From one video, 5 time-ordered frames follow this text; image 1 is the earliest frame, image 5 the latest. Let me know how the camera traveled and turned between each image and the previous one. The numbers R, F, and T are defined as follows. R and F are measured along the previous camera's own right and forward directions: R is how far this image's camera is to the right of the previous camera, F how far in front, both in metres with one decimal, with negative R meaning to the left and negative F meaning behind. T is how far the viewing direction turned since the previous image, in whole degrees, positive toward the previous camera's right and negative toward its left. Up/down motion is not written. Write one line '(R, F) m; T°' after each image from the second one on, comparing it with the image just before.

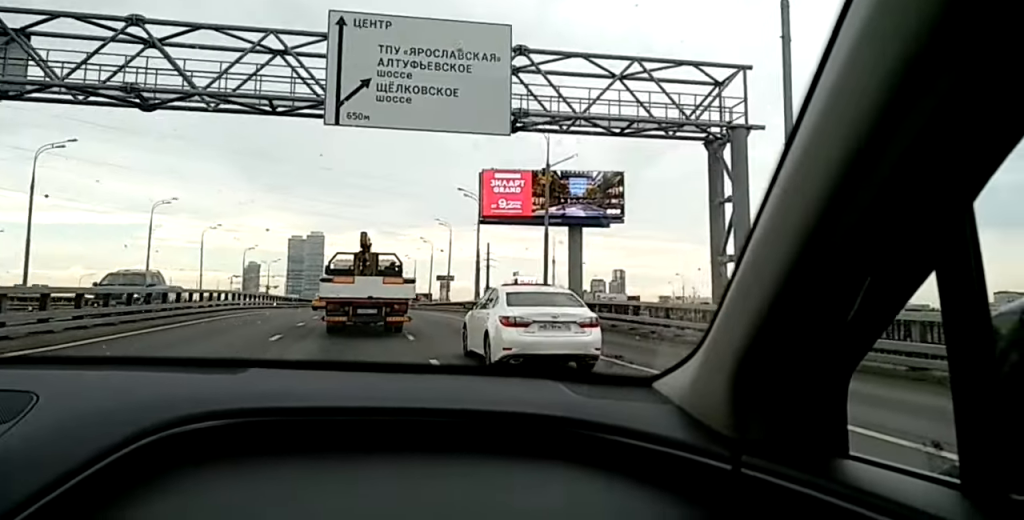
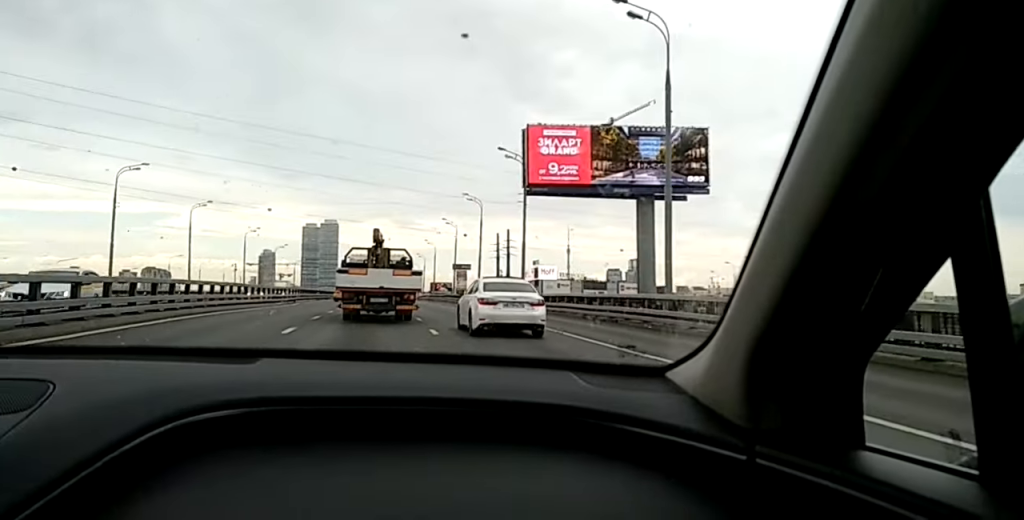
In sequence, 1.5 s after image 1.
(-0.3, +17.4) m; -2°
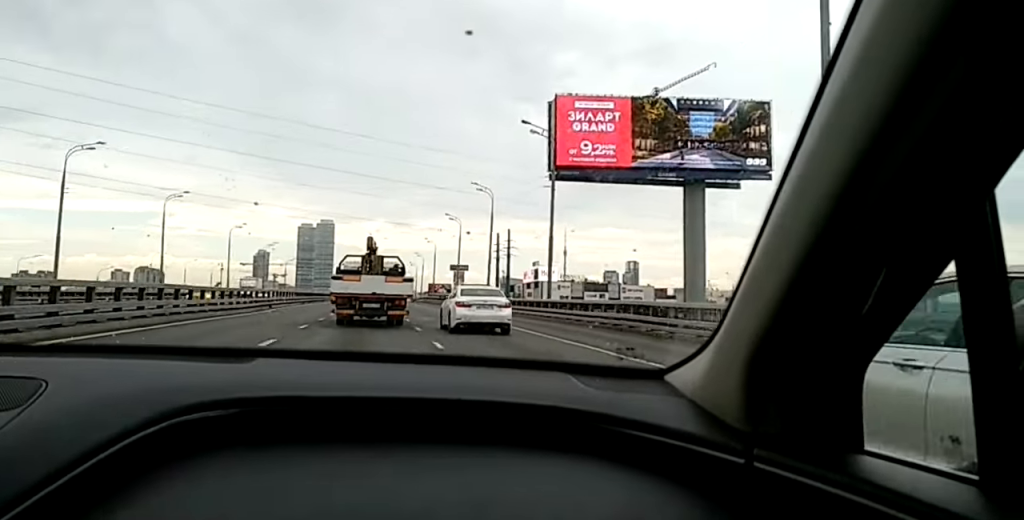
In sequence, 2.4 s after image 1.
(-0.2, +10.7) m; 0°
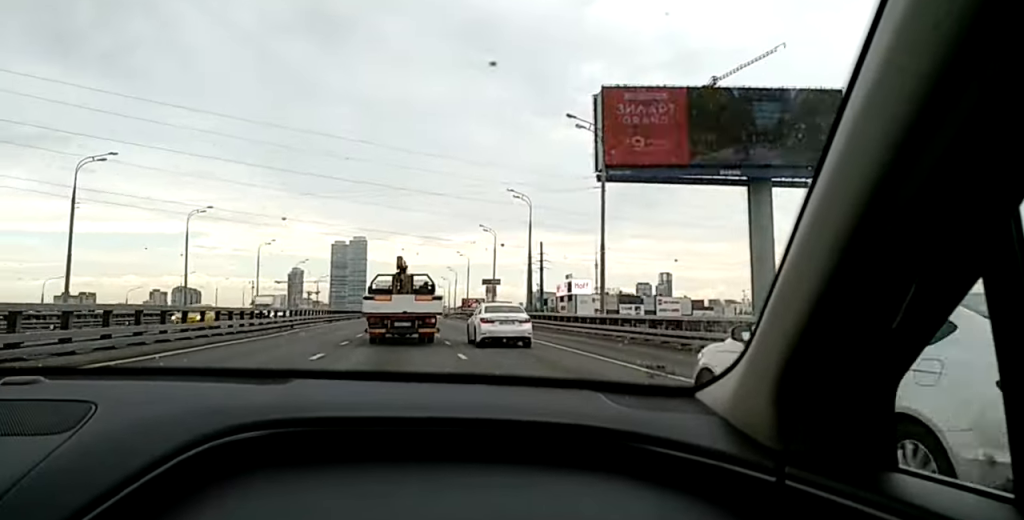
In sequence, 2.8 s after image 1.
(+0.1, +5.5) m; +1°
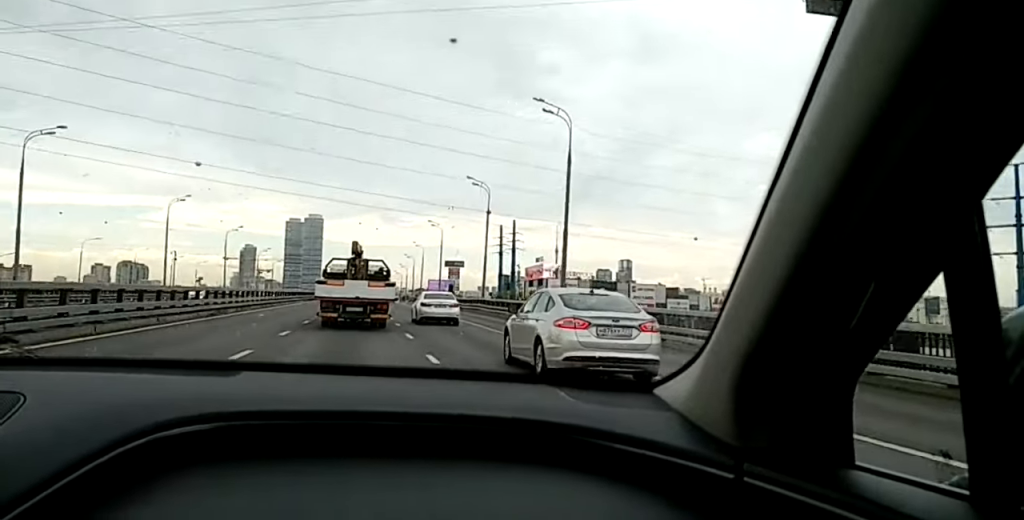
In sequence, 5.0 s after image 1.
(+0.9, +27.9) m; +2°
